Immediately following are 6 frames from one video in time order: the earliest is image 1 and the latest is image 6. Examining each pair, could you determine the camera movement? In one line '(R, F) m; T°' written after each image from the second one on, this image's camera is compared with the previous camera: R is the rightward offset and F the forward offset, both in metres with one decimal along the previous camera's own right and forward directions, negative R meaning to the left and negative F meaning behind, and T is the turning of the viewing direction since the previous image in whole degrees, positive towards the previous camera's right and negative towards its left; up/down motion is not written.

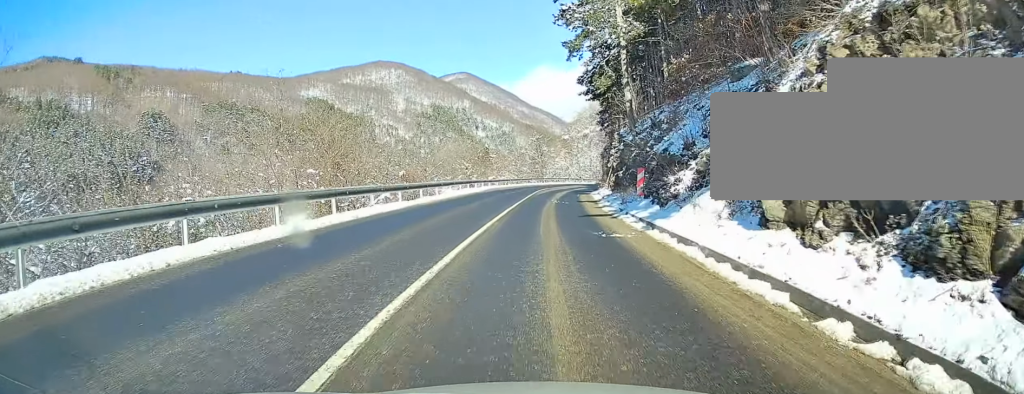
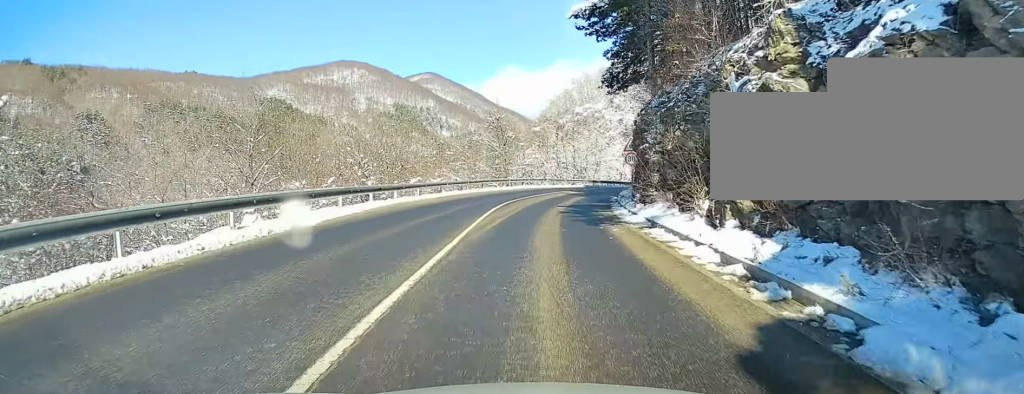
(+1.1, +29.0) m; +4°
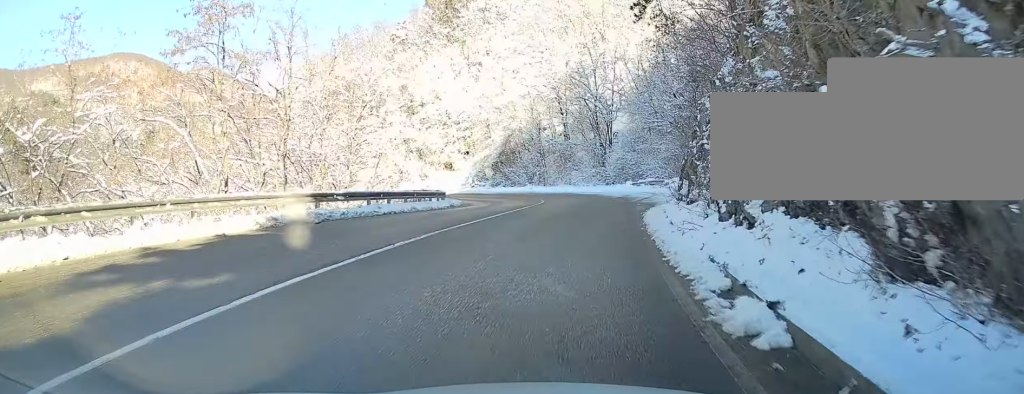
(+6.6, +44.7) m; +19°
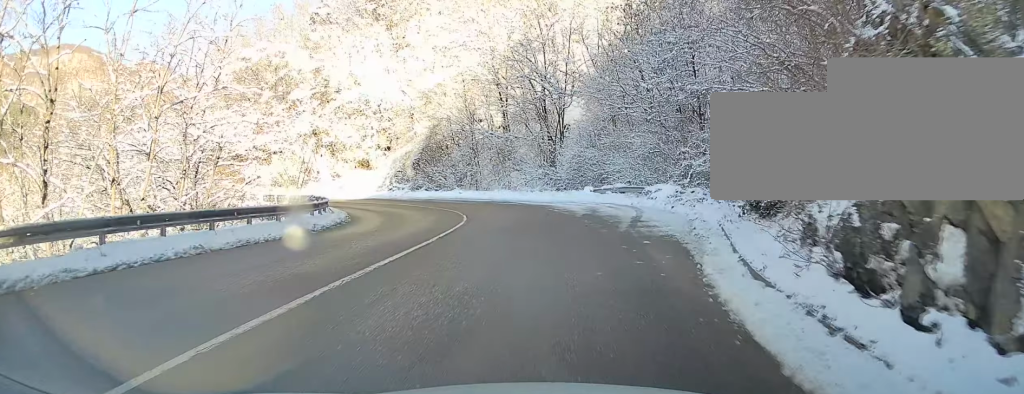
(+0.6, +11.3) m; +2°
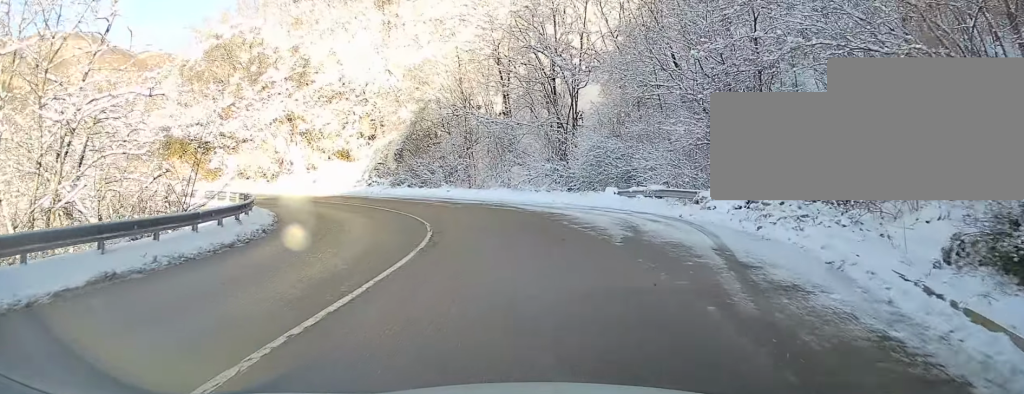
(0.0, +7.7) m; -3°
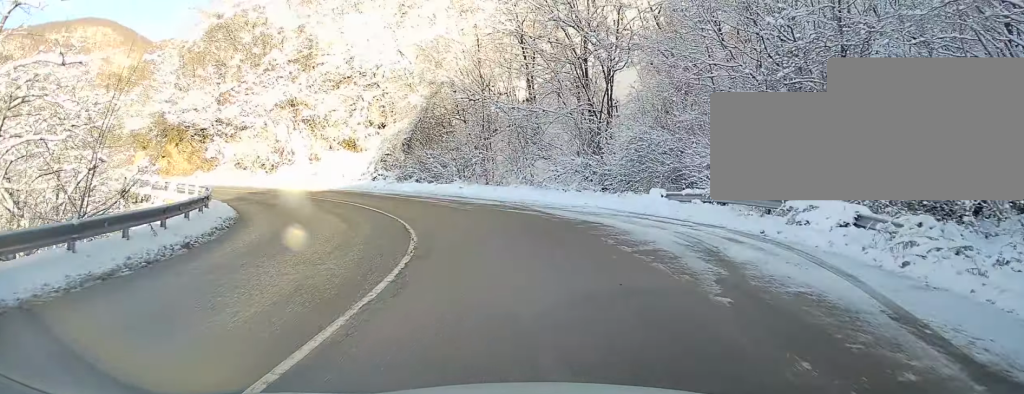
(+0.1, +4.9) m; -4°
